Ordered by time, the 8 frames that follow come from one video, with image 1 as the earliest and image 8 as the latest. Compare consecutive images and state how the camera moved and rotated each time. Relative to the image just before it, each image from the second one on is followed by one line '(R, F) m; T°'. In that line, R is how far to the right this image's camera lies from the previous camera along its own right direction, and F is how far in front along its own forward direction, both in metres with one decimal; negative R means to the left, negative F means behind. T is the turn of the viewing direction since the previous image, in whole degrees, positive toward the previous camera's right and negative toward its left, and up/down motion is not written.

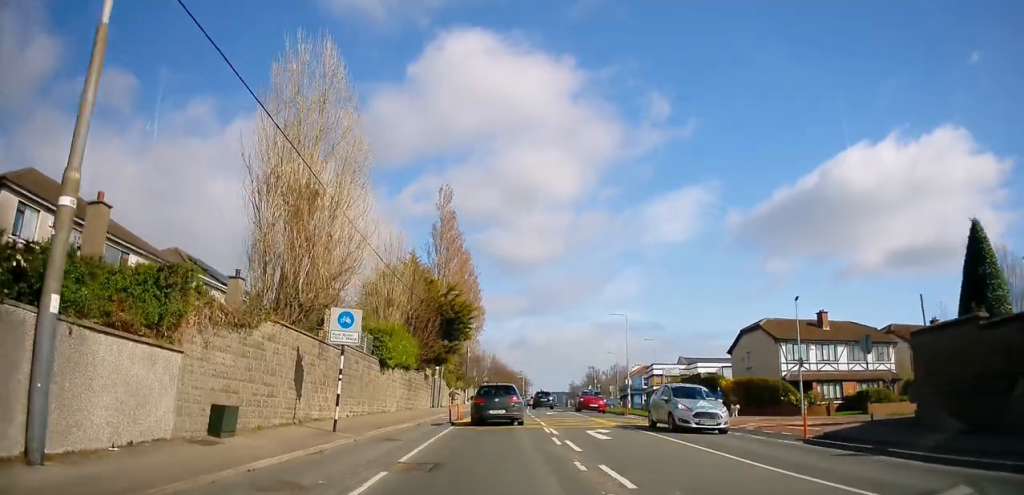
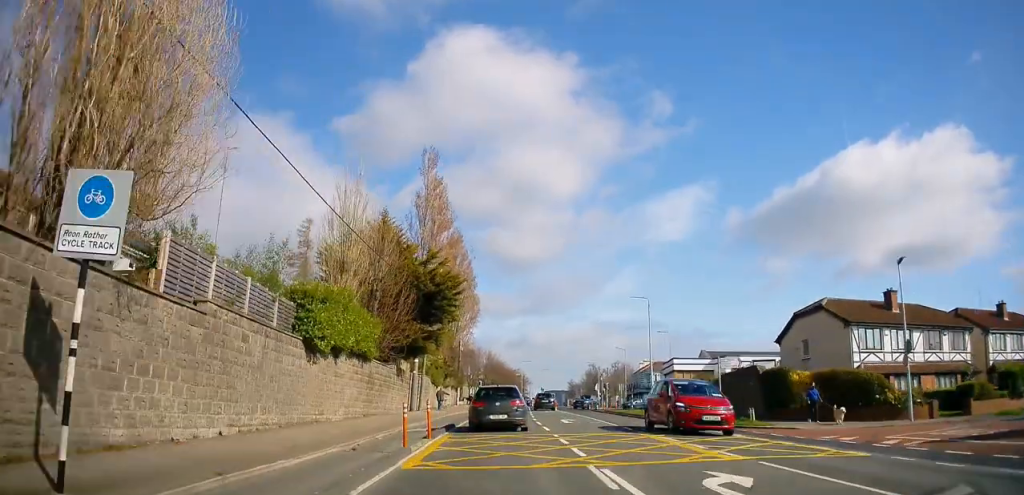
(0.0, +9.6) m; 0°
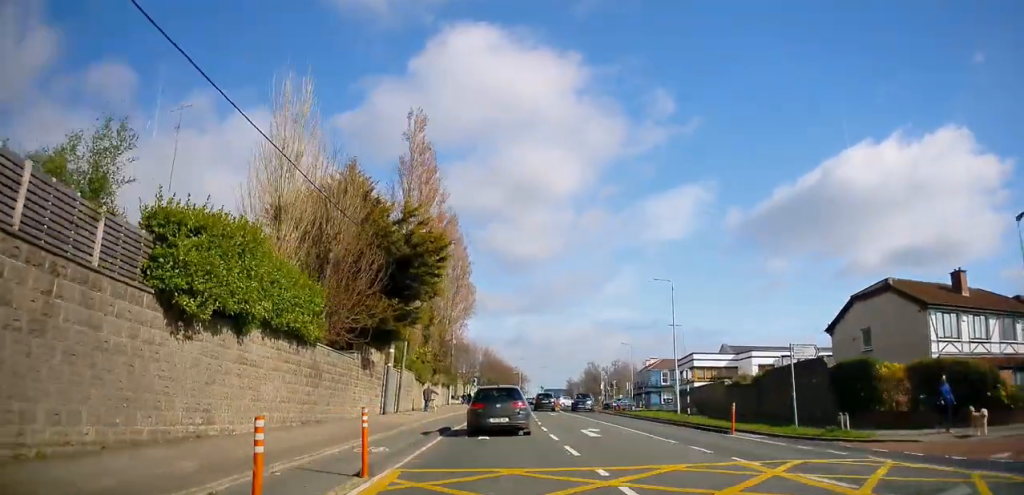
(+0.1, +7.0) m; 0°
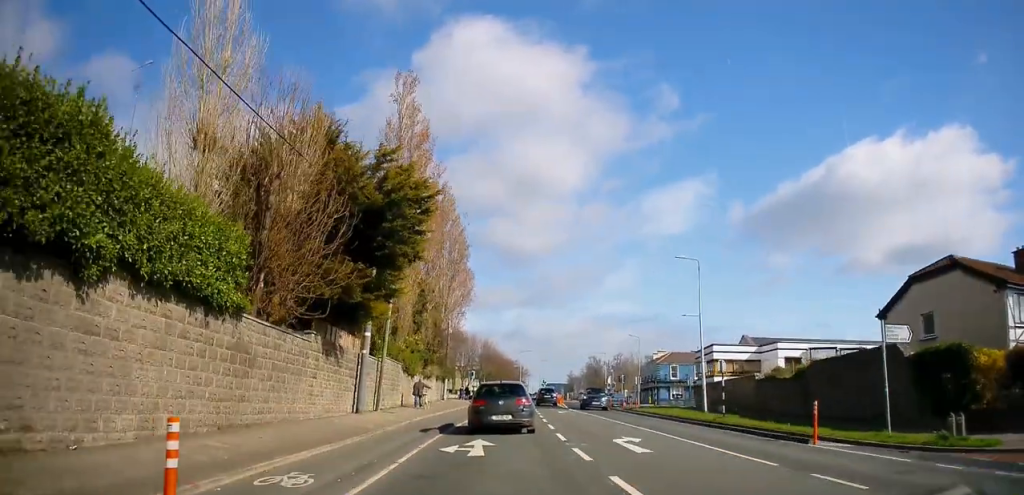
(-0.1, +5.3) m; 0°
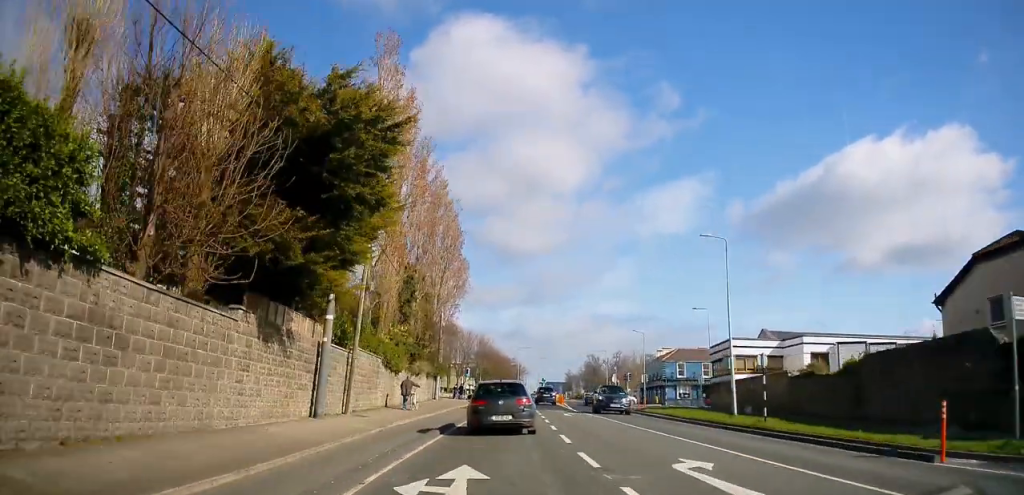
(0.0, +4.9) m; +1°
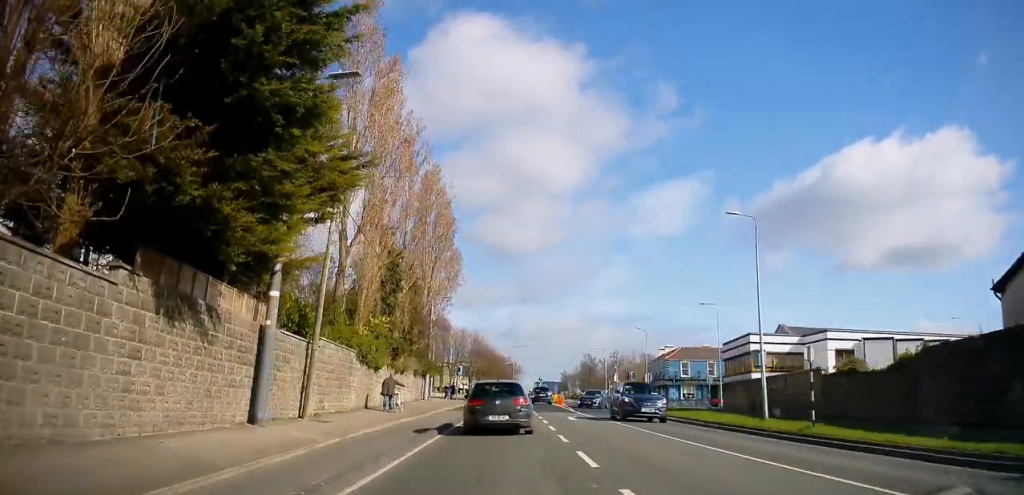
(-0.1, +4.3) m; +2°
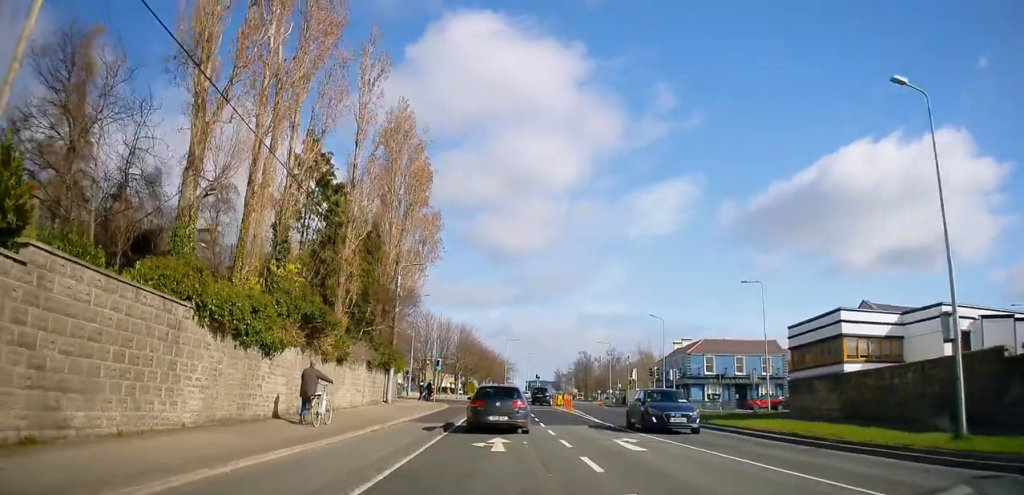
(0.0, +13.2) m; 0°
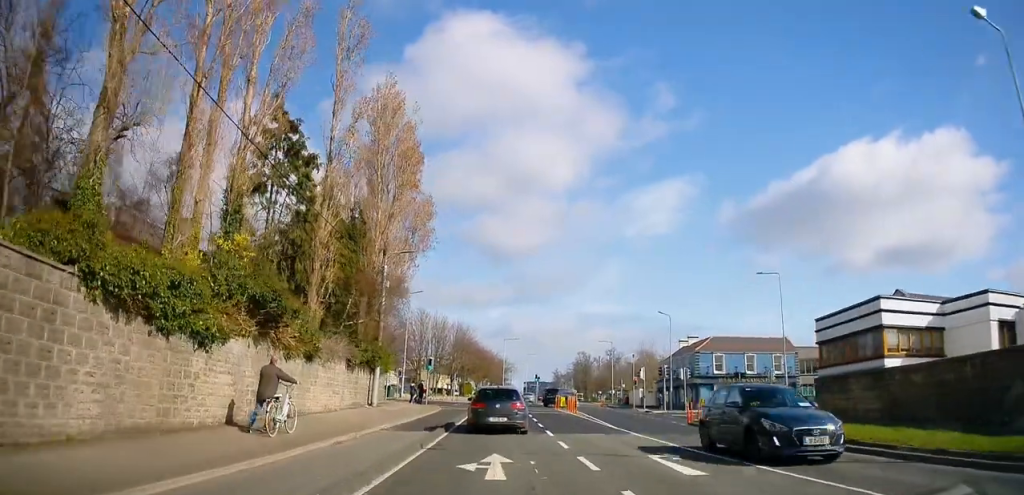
(+0.1, +3.5) m; 0°
